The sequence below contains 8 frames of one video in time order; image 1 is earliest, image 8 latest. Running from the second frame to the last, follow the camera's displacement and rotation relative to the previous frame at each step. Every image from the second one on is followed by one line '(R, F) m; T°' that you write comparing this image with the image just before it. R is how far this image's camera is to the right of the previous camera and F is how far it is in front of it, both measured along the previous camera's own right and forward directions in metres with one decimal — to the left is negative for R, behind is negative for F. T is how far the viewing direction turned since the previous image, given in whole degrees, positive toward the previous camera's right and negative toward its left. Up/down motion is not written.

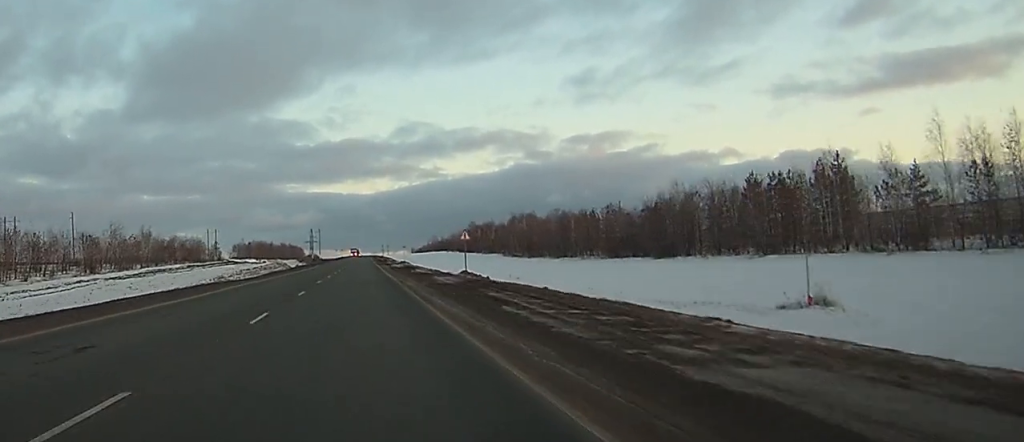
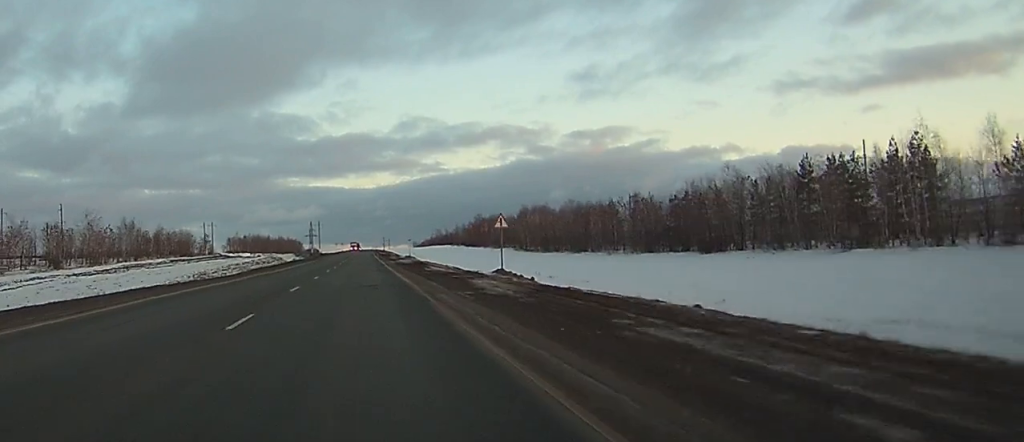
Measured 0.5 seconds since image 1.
(+0.1, +15.0) m; 0°
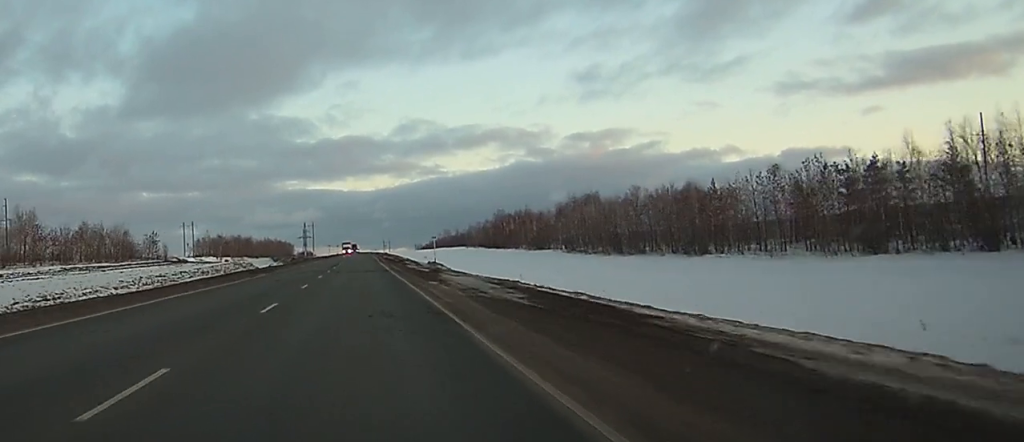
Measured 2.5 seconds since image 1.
(+0.1, +55.3) m; 0°
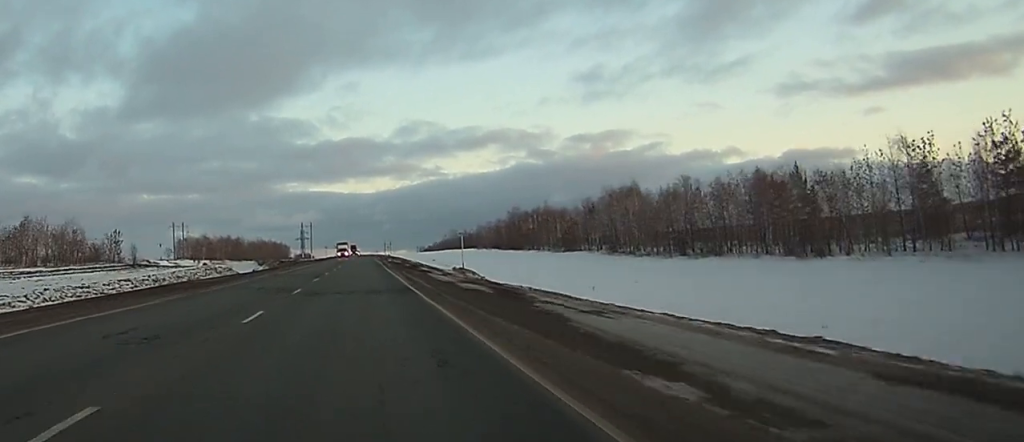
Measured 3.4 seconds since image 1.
(+0.1, +26.3) m; 0°
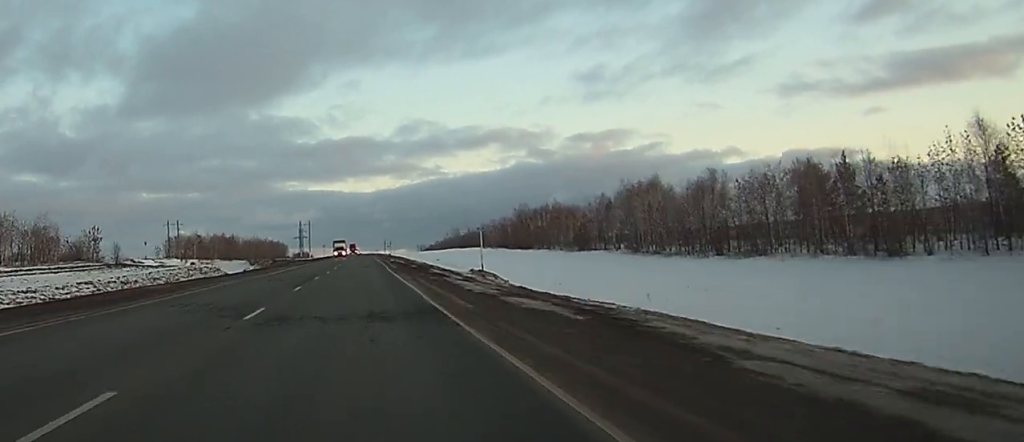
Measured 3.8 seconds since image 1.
(0.0, +11.3) m; 0°
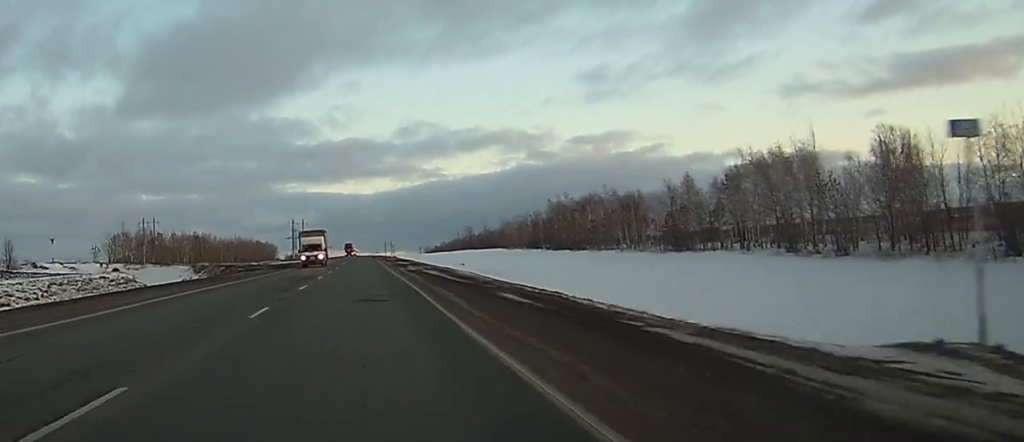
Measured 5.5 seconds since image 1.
(-0.2, +47.1) m; 0°
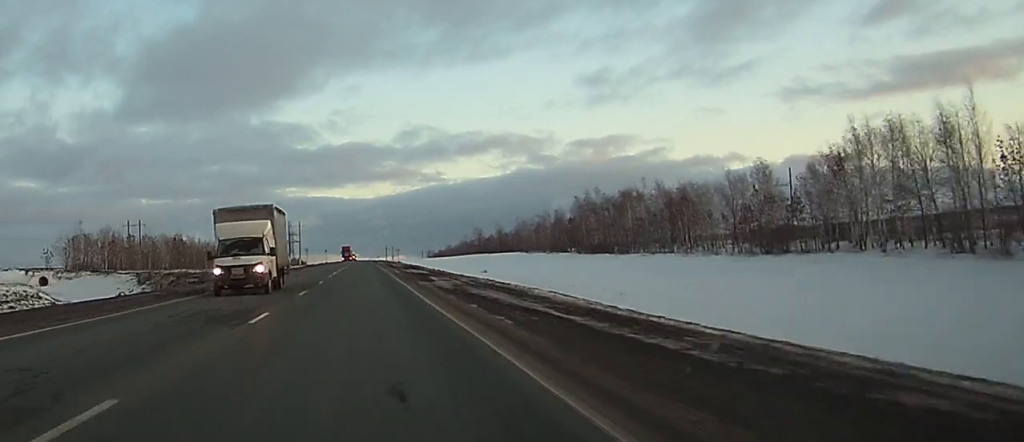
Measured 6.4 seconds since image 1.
(0.0, +24.6) m; 0°
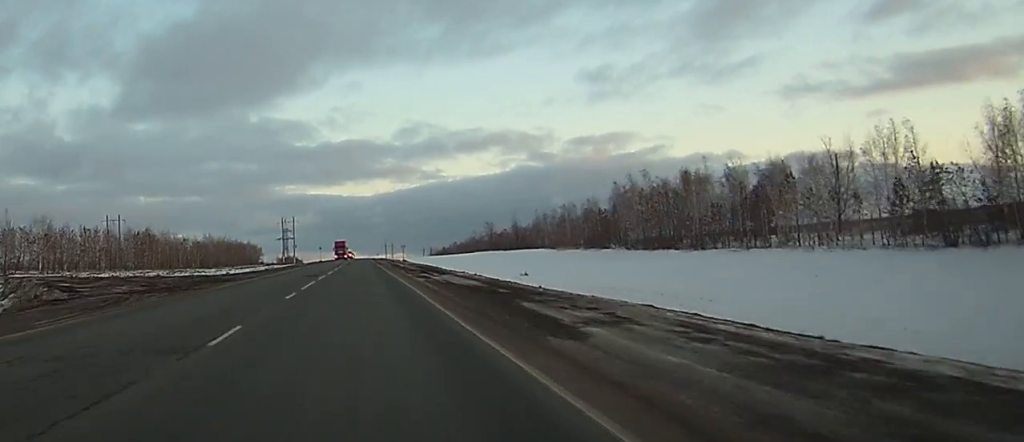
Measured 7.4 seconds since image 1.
(-0.1, +28.4) m; 0°
